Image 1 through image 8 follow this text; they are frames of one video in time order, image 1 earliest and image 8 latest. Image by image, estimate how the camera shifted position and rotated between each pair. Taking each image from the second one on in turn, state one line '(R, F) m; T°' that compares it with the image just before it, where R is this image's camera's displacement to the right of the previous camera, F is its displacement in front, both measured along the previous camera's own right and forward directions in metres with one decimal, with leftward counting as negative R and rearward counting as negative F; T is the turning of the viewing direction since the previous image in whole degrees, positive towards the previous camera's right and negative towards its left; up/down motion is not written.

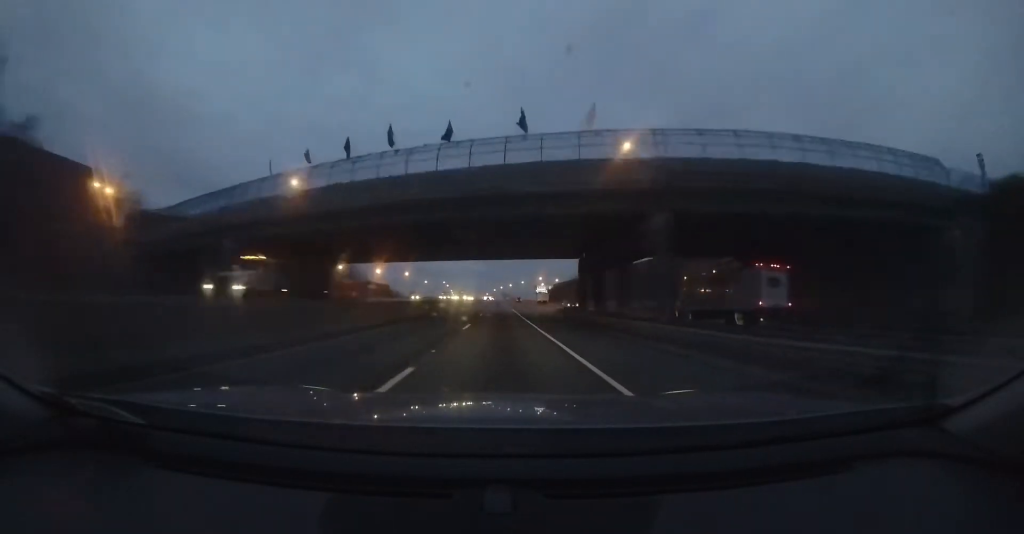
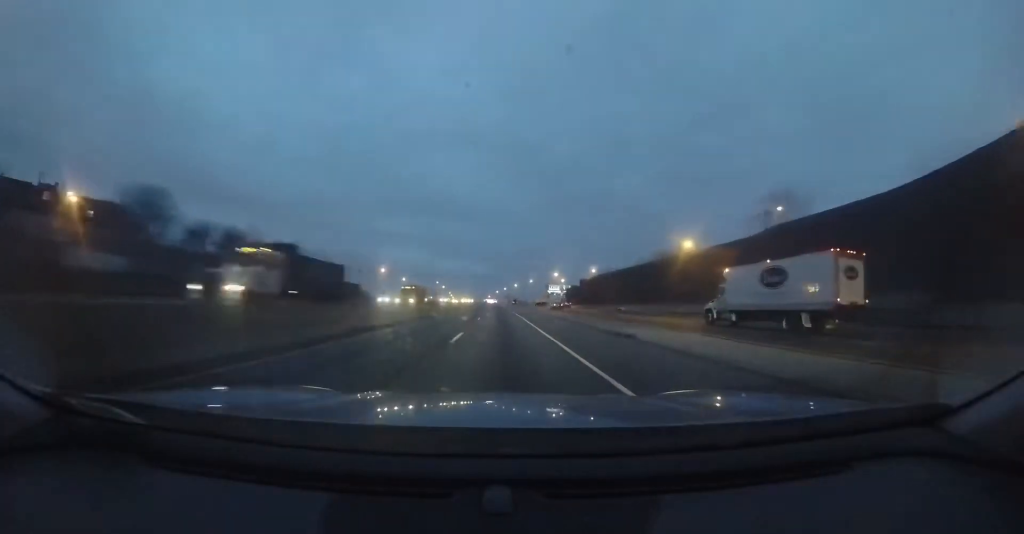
(-0.2, +40.9) m; 0°
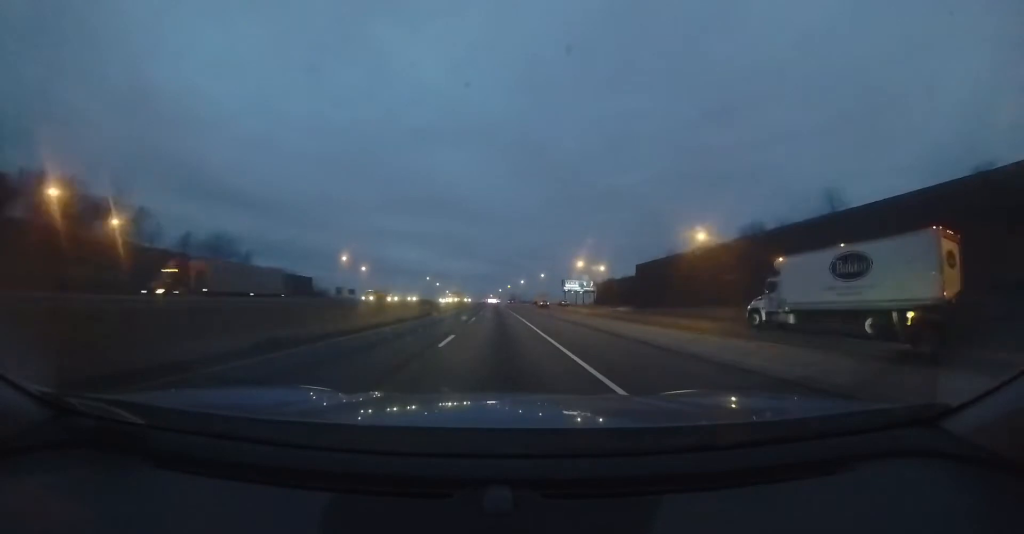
(-0.3, +37.9) m; -1°
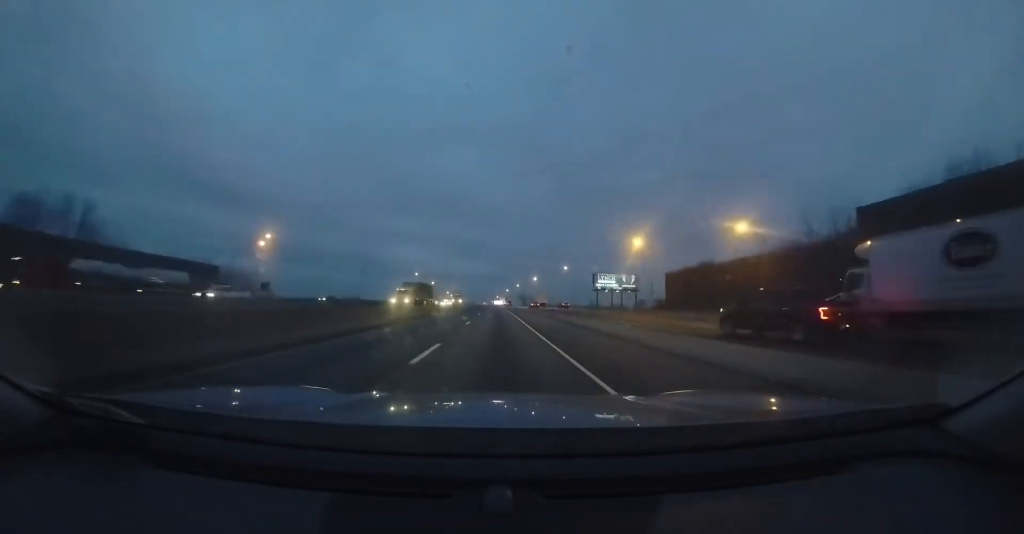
(-0.5, +39.2) m; -1°
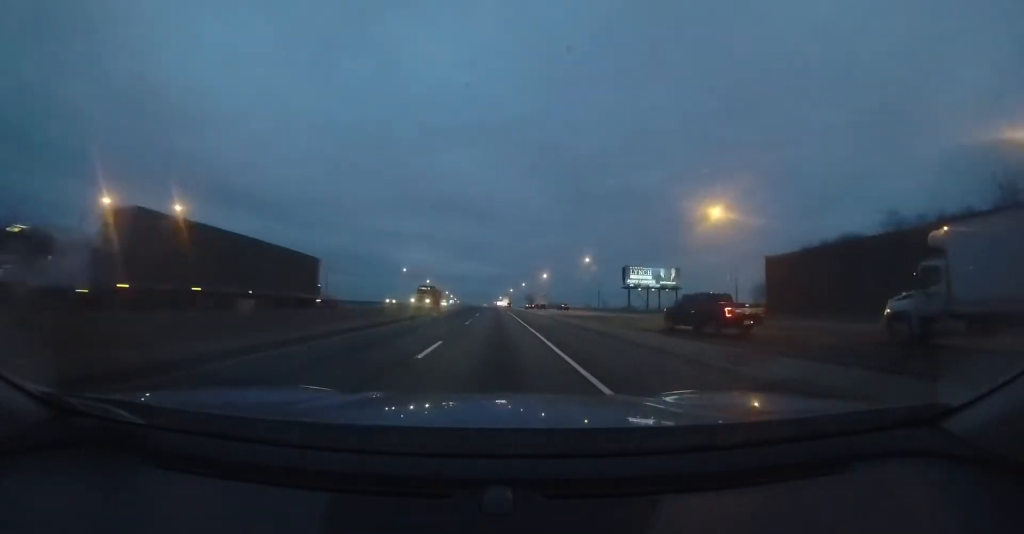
(0.0, +23.3) m; 0°
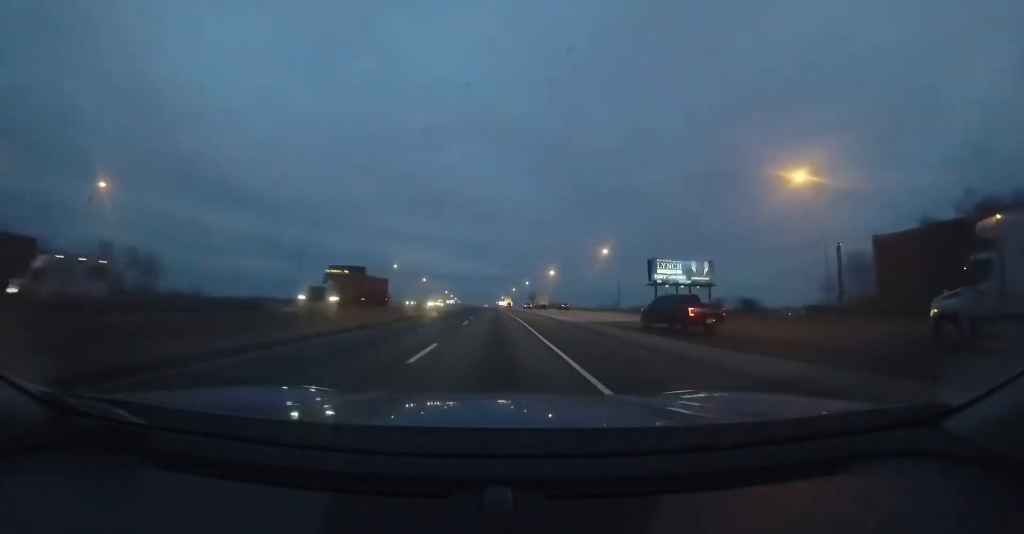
(+0.1, +13.2) m; 0°
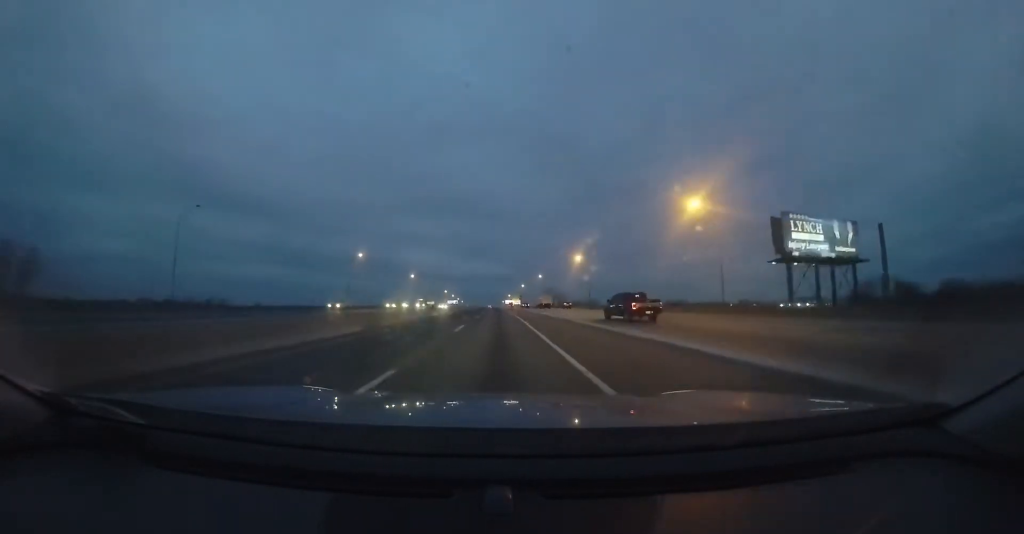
(-0.5, +32.5) m; -1°
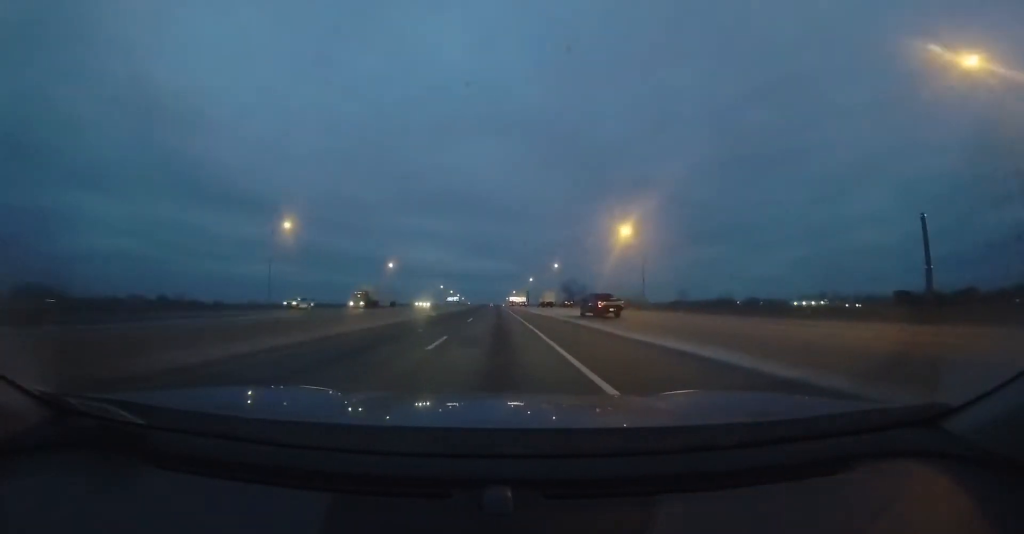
(0.0, +30.6) m; 0°
